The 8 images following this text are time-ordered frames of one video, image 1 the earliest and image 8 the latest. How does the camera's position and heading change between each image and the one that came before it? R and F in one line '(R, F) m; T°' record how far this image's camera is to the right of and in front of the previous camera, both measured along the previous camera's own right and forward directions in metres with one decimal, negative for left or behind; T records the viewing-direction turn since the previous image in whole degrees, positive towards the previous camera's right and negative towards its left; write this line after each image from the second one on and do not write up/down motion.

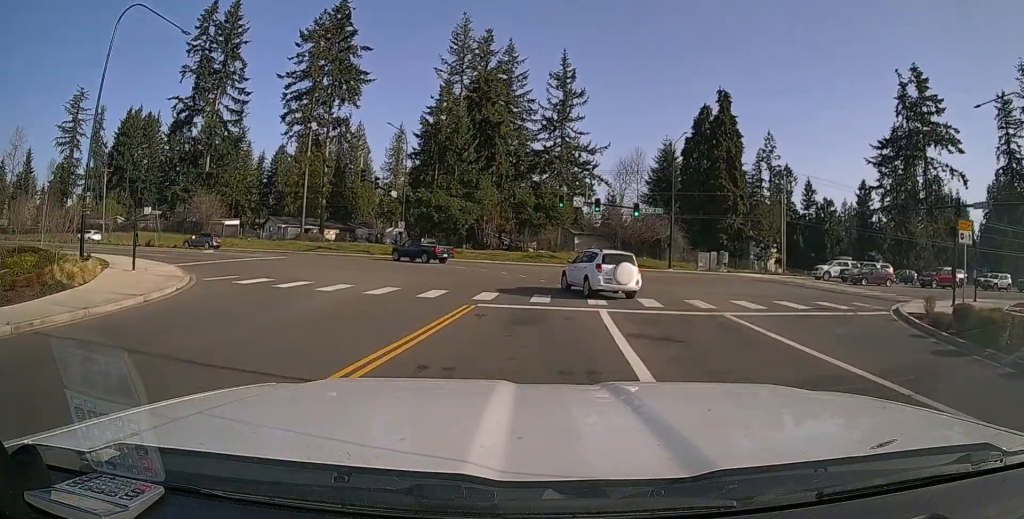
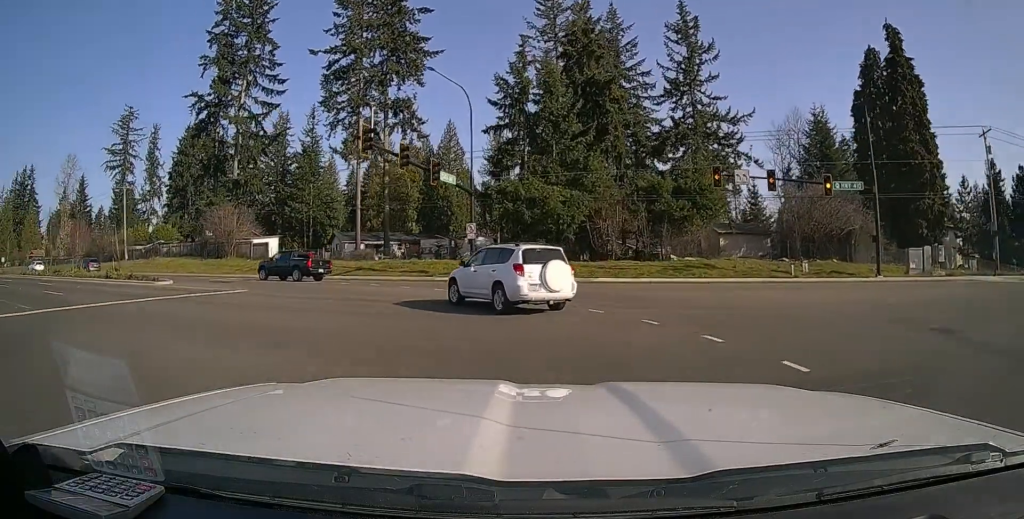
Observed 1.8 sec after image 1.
(0.0, +22.1) m; 0°
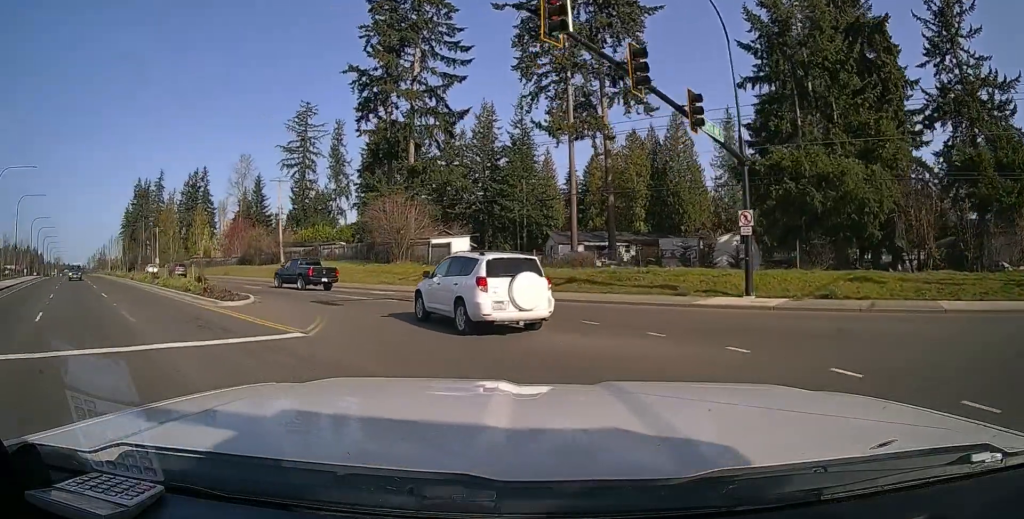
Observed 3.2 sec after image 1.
(0.0, +16.5) m; -27°
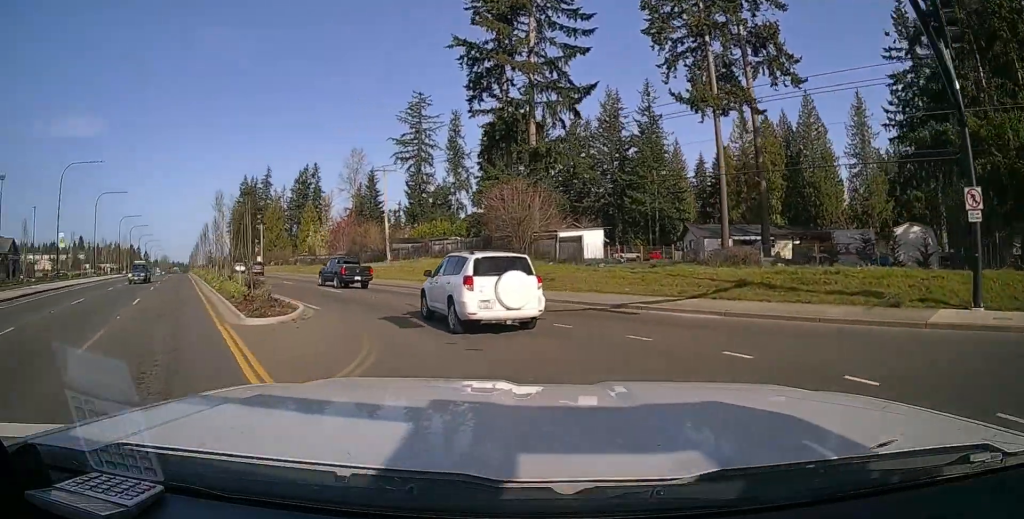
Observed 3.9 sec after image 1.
(-3.6, +4.5) m; -38°
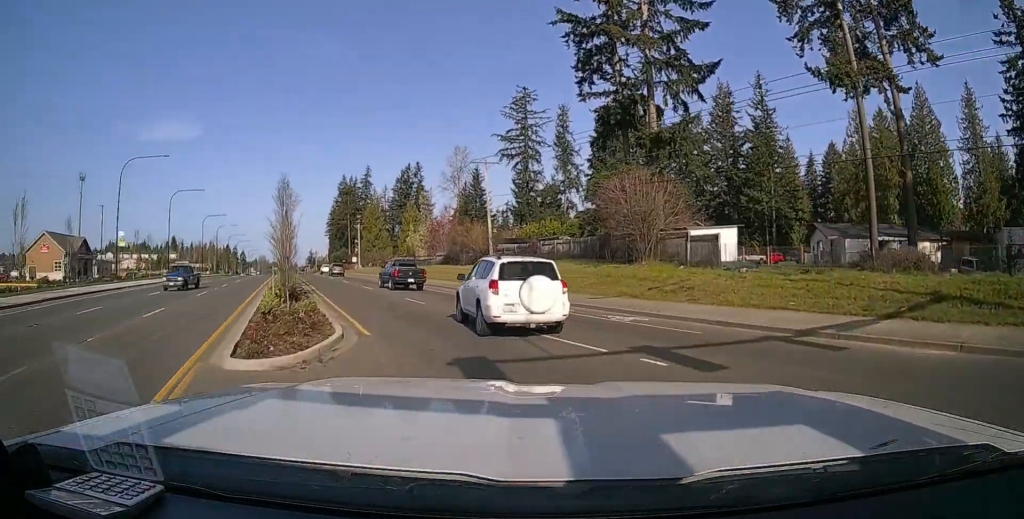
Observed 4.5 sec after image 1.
(-1.5, +5.3) m; -19°
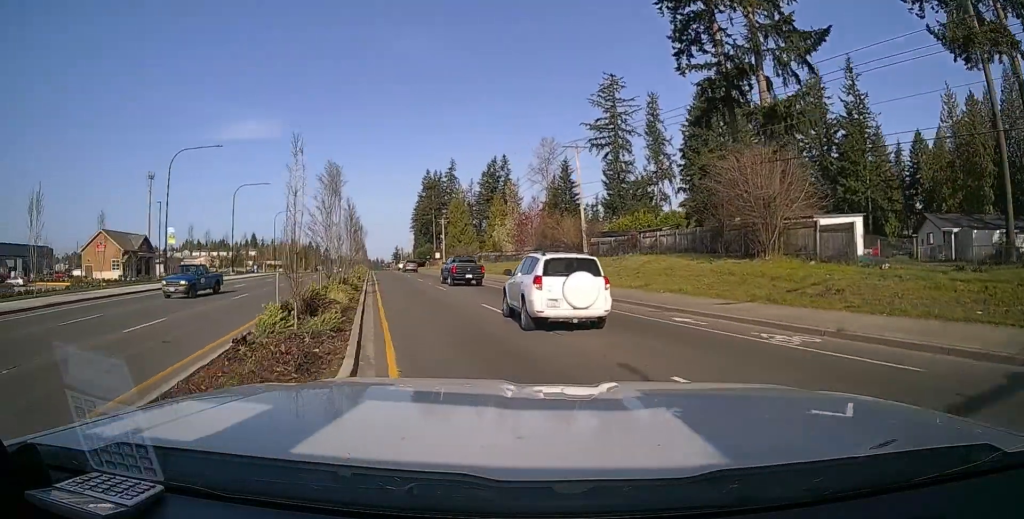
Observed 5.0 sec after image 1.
(-0.6, +5.3) m; -4°
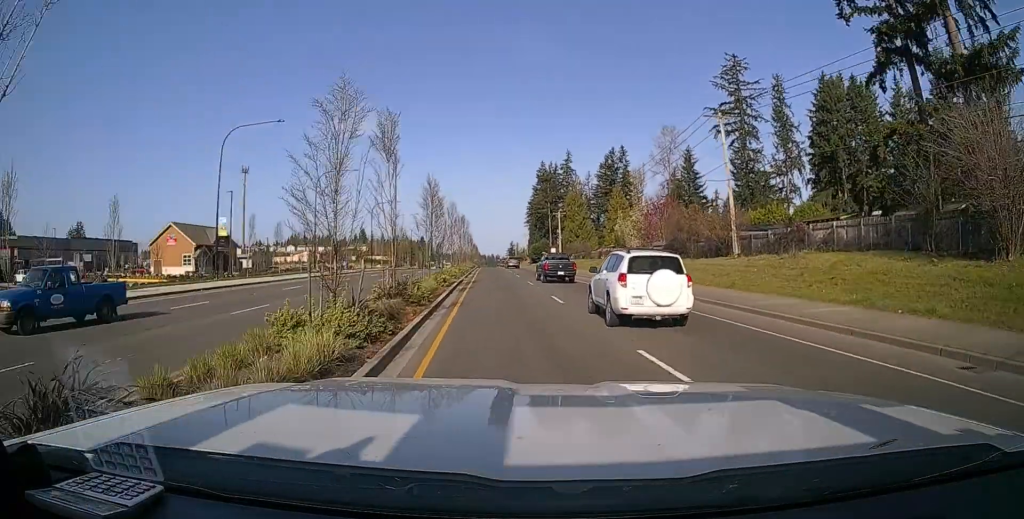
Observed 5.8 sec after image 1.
(-0.3, +9.3) m; -2°
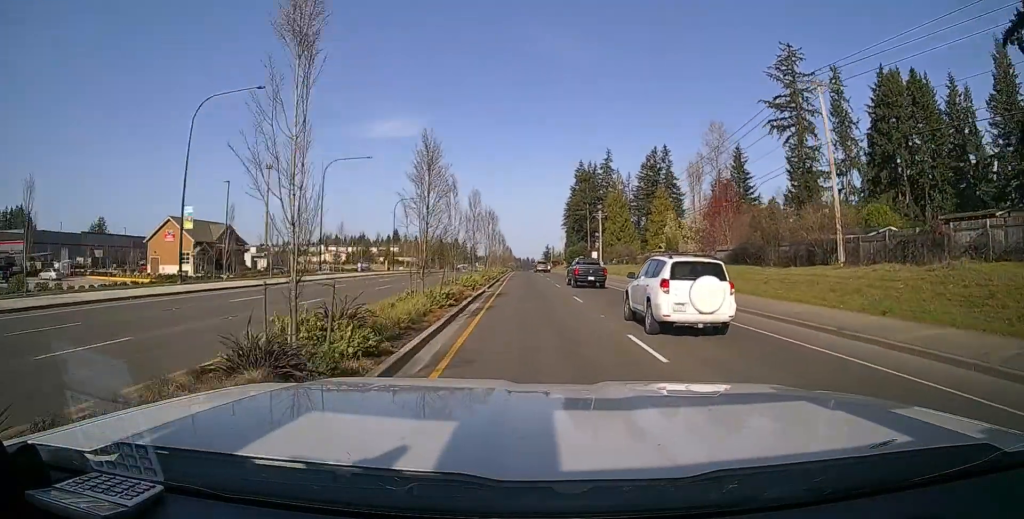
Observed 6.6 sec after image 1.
(0.0, +8.9) m; 0°
